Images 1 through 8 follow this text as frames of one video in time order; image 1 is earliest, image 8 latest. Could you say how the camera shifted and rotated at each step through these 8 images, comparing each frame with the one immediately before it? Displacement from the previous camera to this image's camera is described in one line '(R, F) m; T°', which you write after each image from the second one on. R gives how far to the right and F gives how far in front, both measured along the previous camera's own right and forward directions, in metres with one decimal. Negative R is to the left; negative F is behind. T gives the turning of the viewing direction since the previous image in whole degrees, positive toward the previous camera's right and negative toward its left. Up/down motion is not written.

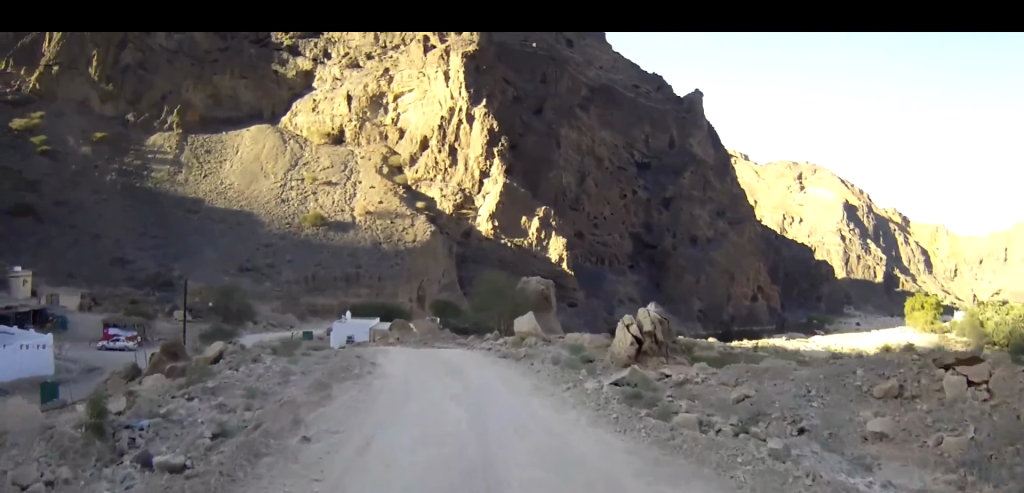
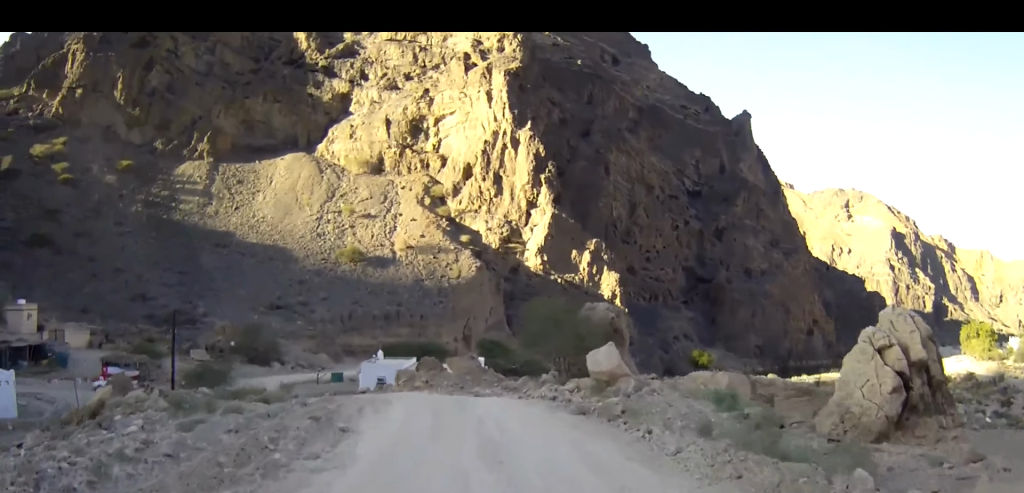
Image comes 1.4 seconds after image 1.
(-0.5, +9.8) m; -5°
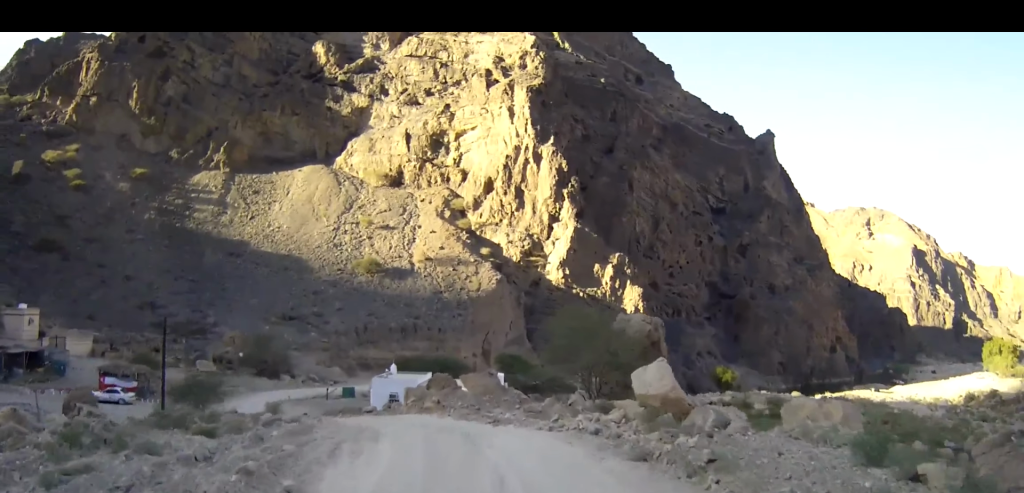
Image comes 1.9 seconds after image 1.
(0.0, +4.0) m; -2°
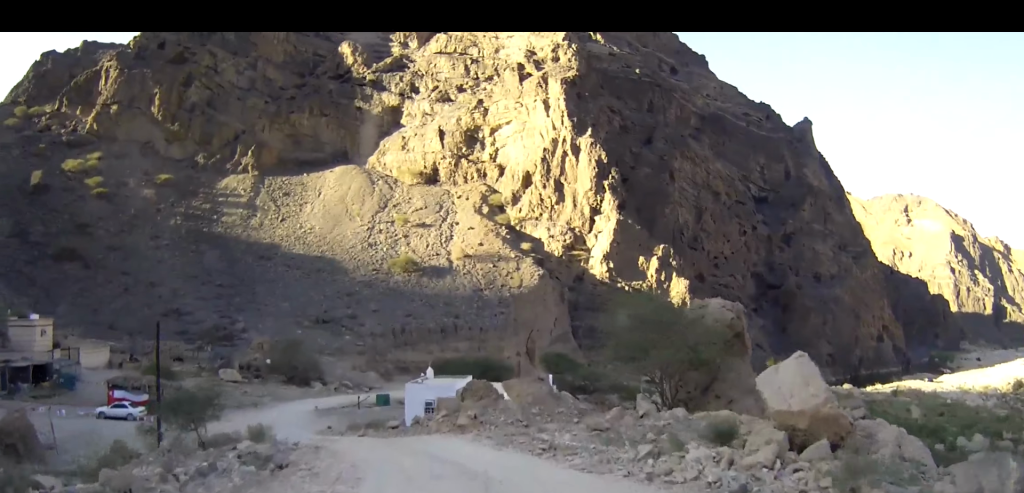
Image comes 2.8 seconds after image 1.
(-0.2, +6.9) m; -3°
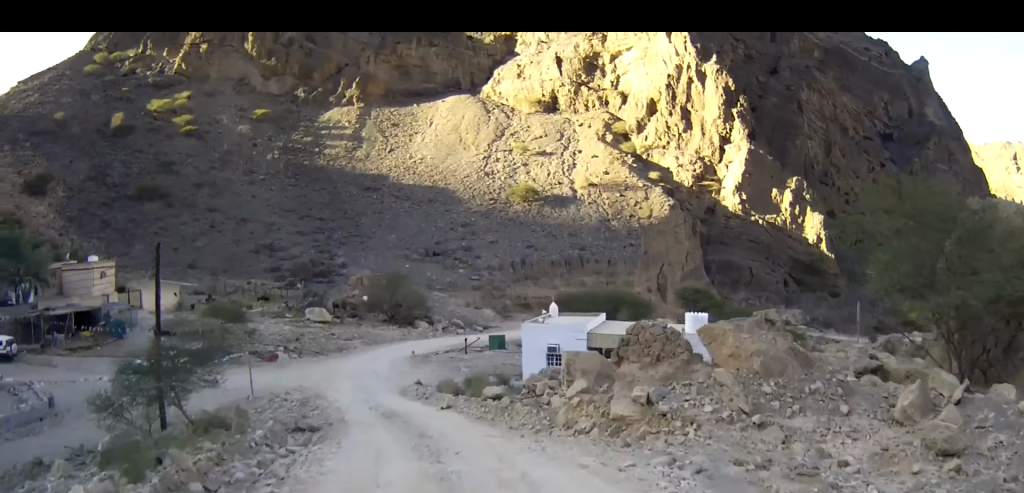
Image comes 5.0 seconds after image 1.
(-1.1, +12.6) m; -11°
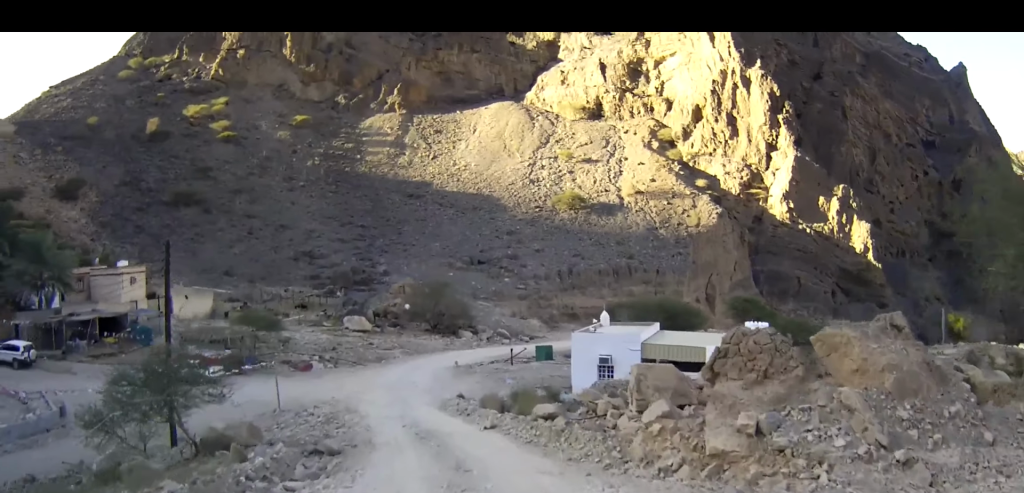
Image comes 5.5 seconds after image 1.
(0.0, +2.7) m; -3°
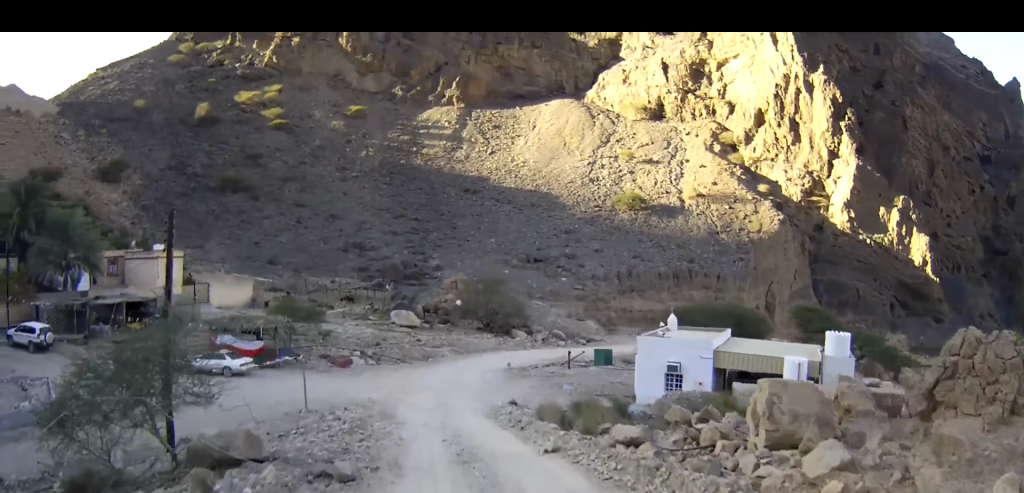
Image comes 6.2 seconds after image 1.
(-0.2, +4.0) m; -4°
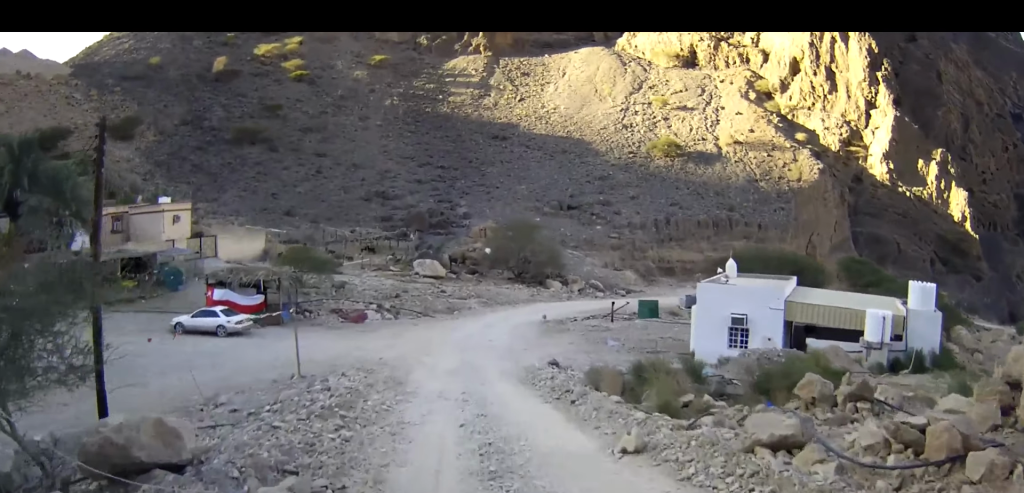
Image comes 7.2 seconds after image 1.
(-0.2, +5.3) m; -4°
